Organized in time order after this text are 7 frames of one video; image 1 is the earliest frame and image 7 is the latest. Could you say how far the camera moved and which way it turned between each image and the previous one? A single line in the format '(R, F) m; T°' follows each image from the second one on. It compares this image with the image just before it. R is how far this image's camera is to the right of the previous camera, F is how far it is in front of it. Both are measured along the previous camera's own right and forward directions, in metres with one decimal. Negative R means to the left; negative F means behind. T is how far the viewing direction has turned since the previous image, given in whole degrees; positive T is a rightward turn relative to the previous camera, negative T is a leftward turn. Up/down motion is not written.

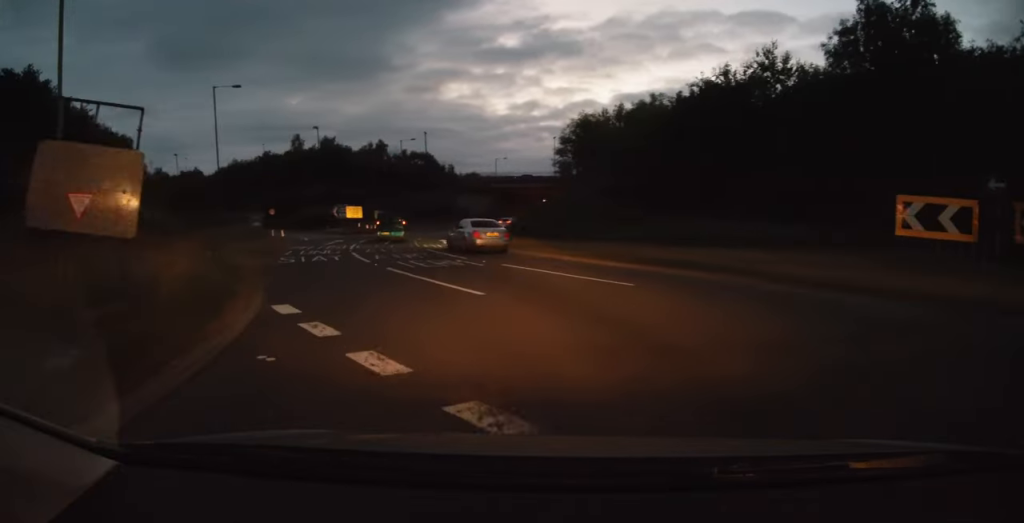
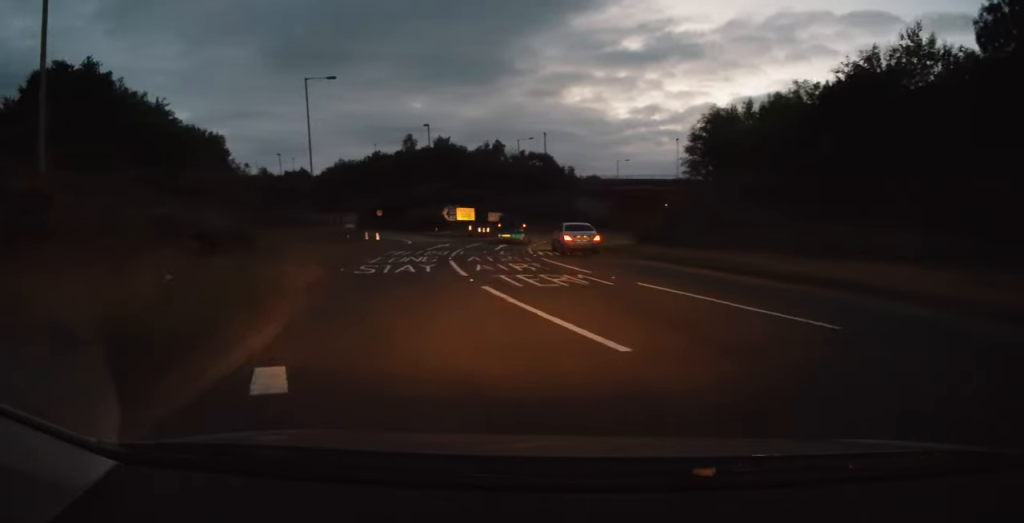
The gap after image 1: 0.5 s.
(-0.3, +4.4) m; -4°
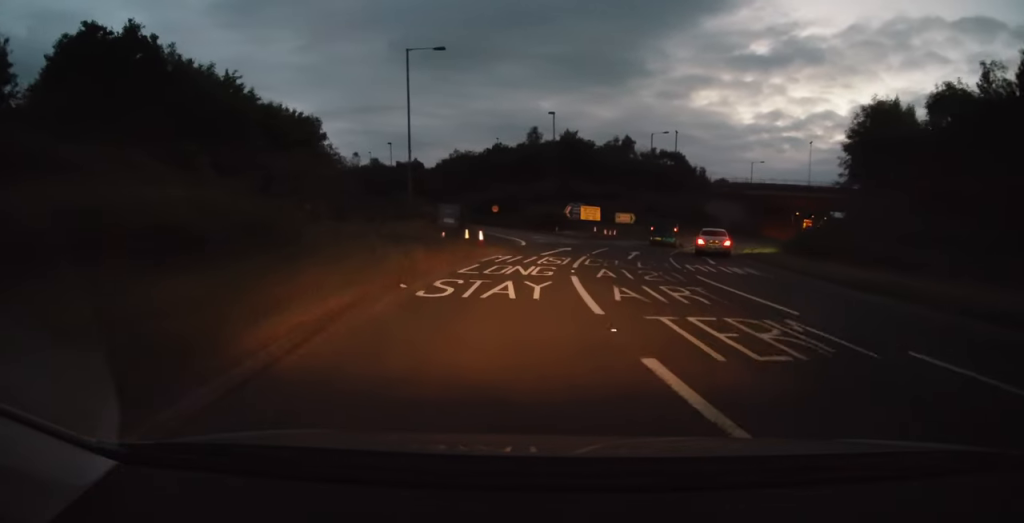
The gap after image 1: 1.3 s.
(0.0, +6.6) m; 0°
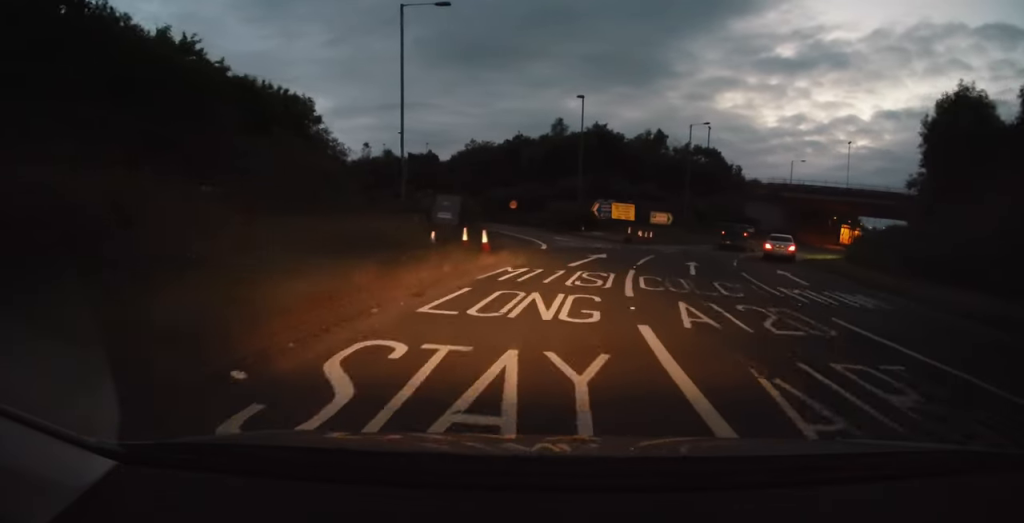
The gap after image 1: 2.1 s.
(0.0, +7.1) m; 0°
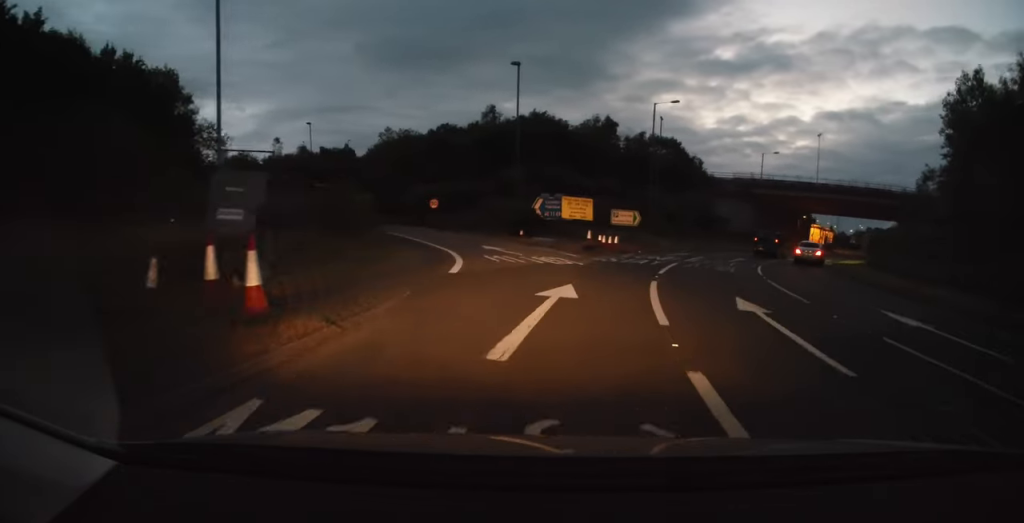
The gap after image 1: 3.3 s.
(0.0, +11.4) m; 0°
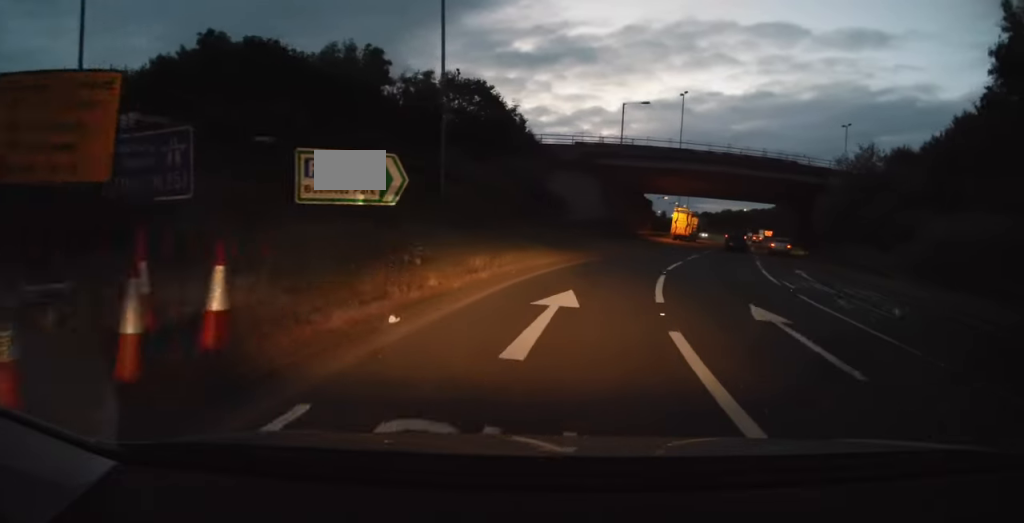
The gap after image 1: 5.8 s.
(0.0, +24.0) m; 0°
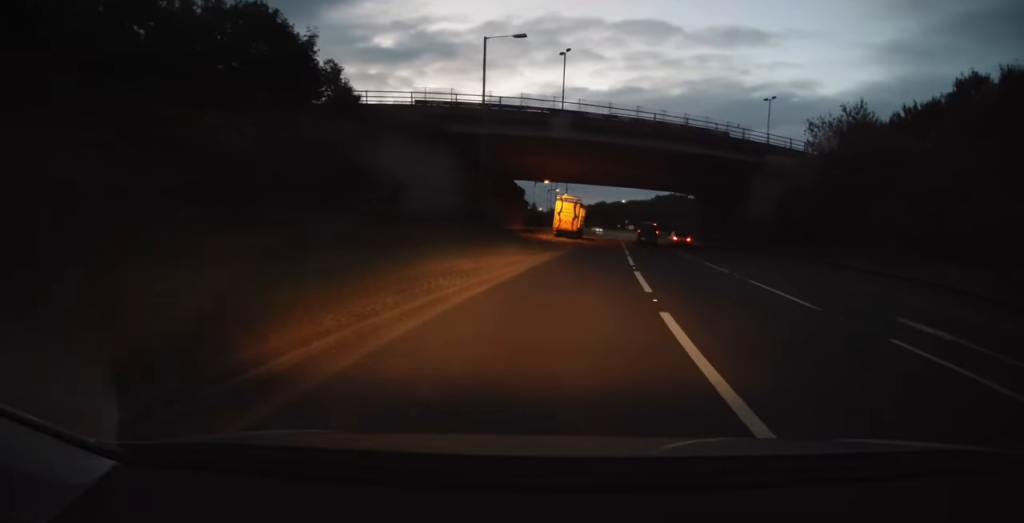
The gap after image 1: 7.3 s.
(0.0, +14.9) m; 0°
